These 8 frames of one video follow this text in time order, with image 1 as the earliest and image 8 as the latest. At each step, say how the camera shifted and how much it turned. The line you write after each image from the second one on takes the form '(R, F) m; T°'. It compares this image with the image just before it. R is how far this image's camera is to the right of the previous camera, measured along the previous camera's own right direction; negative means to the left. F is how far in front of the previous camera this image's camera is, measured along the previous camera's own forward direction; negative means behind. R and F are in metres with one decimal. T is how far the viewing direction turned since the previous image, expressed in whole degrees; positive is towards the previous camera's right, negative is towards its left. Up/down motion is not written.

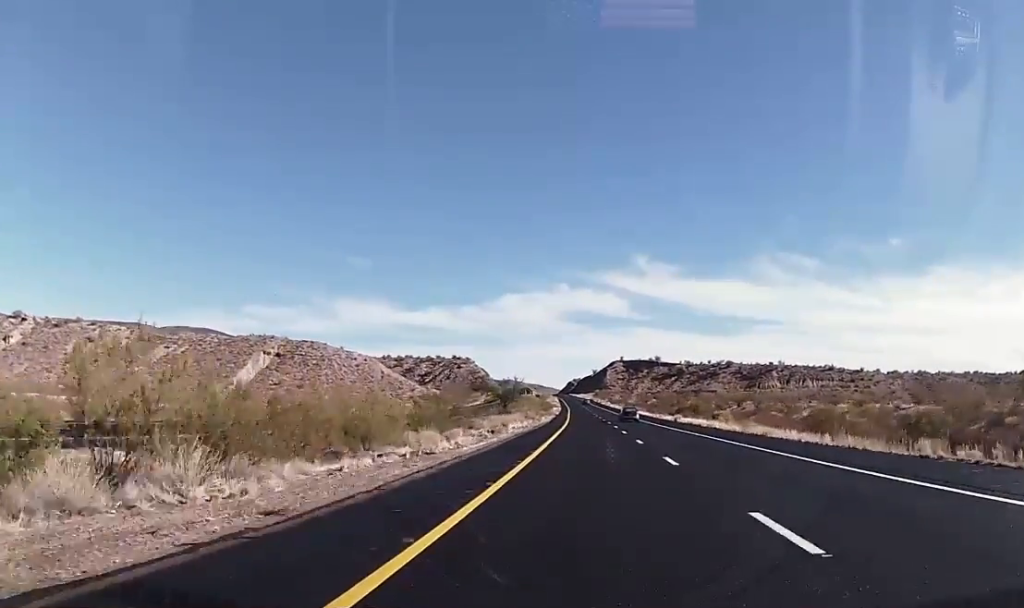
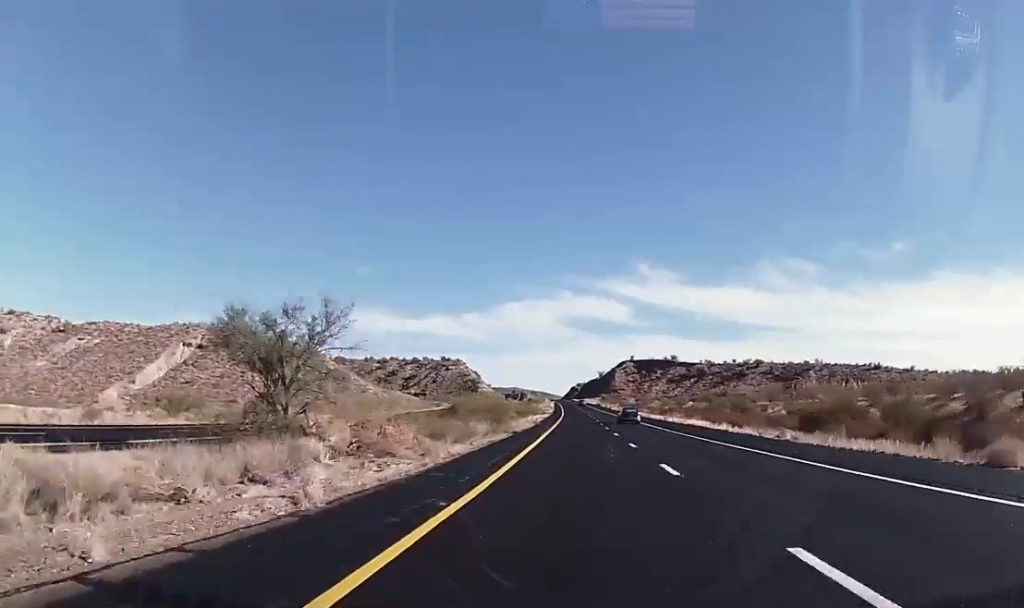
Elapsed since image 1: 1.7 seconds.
(+0.2, +64.8) m; -1°
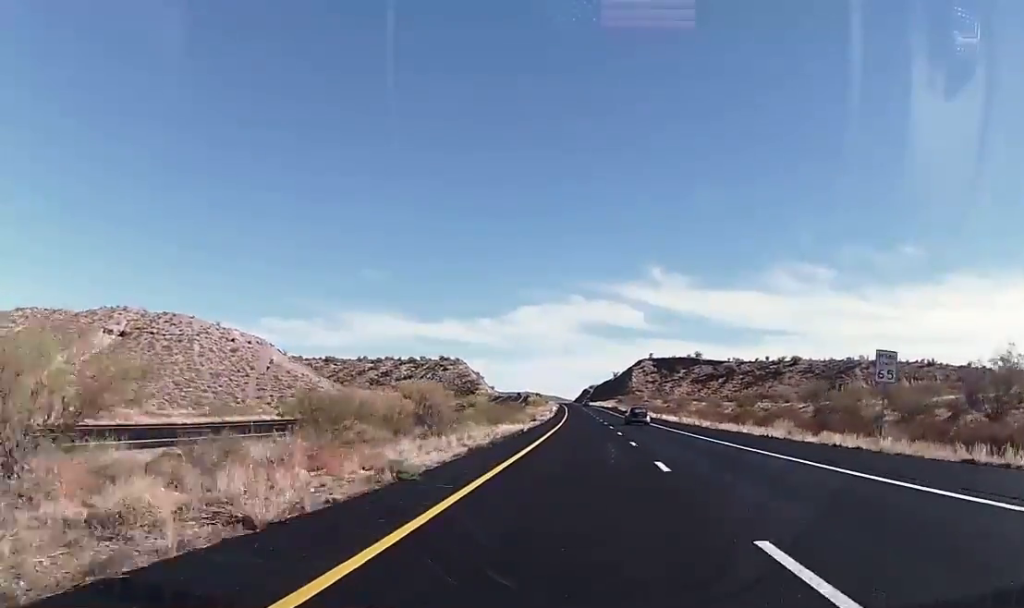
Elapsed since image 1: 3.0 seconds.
(-0.6, +47.4) m; -1°
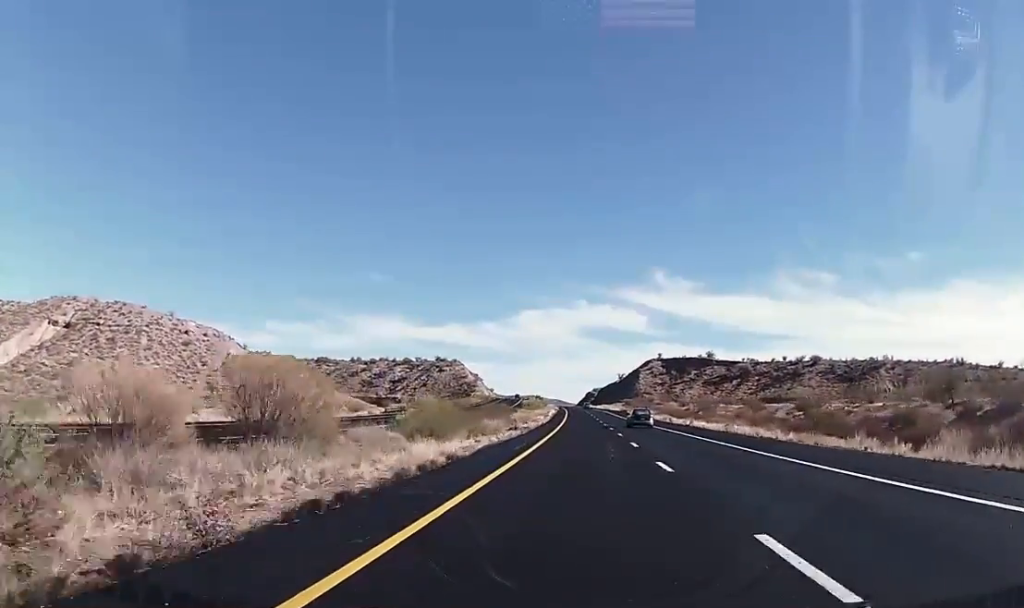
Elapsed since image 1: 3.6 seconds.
(-0.1, +23.5) m; 0°
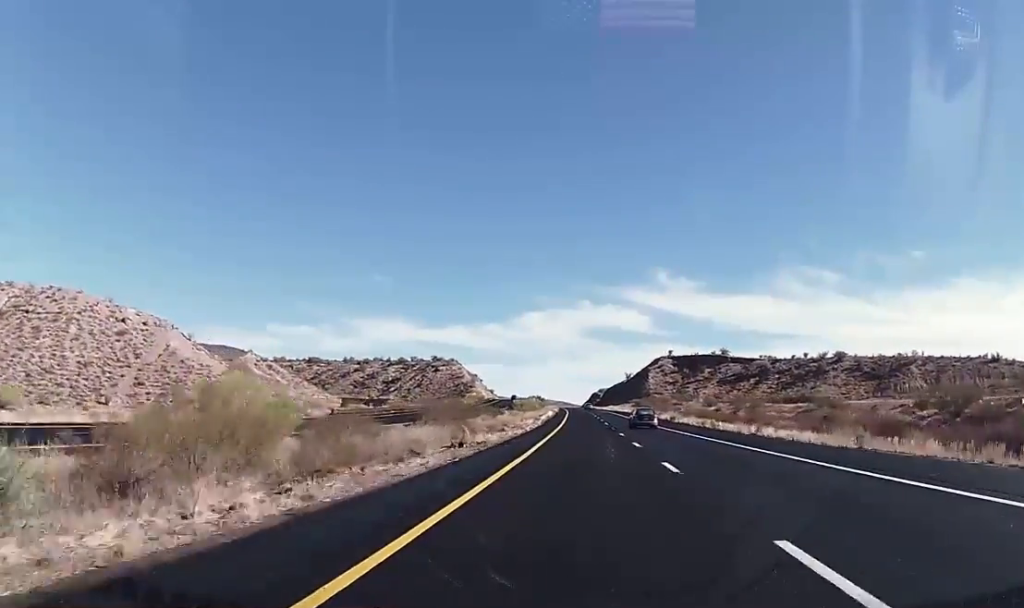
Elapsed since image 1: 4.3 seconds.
(0.0, +24.7) m; 0°
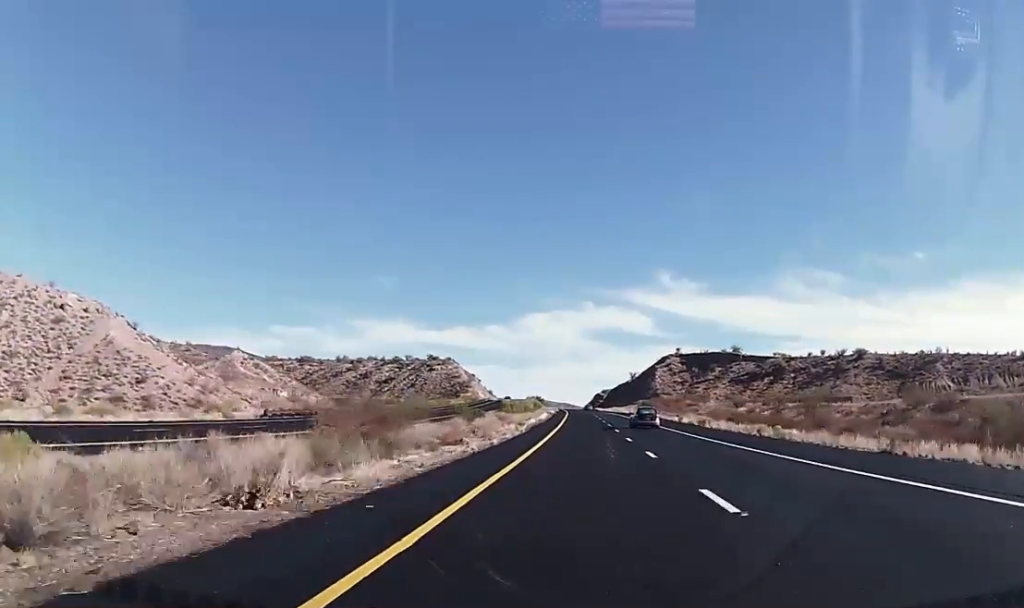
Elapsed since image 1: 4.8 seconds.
(0.0, +18.5) m; 0°
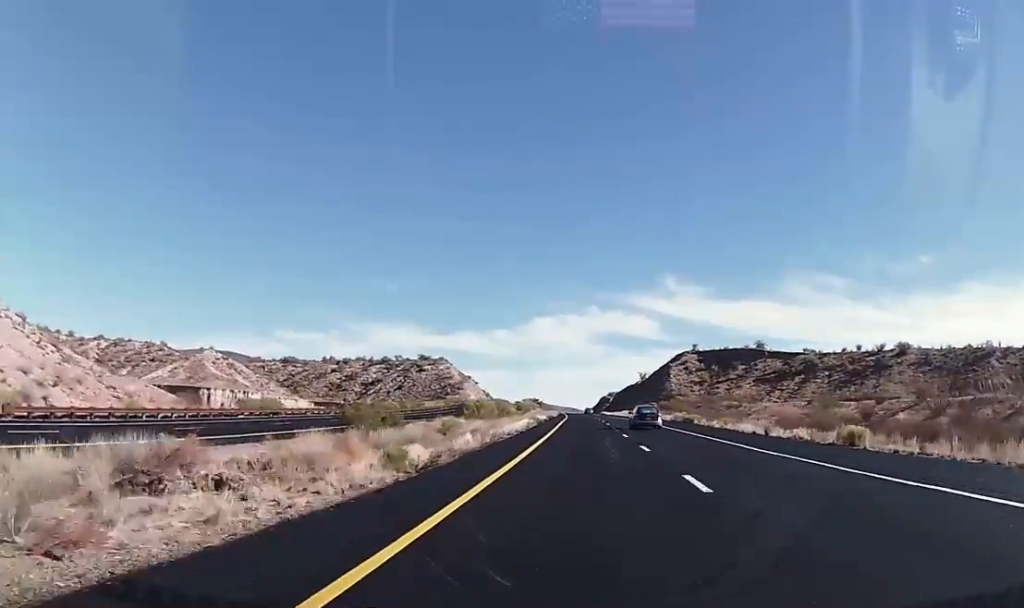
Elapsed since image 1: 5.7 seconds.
(-0.2, +33.3) m; 0°
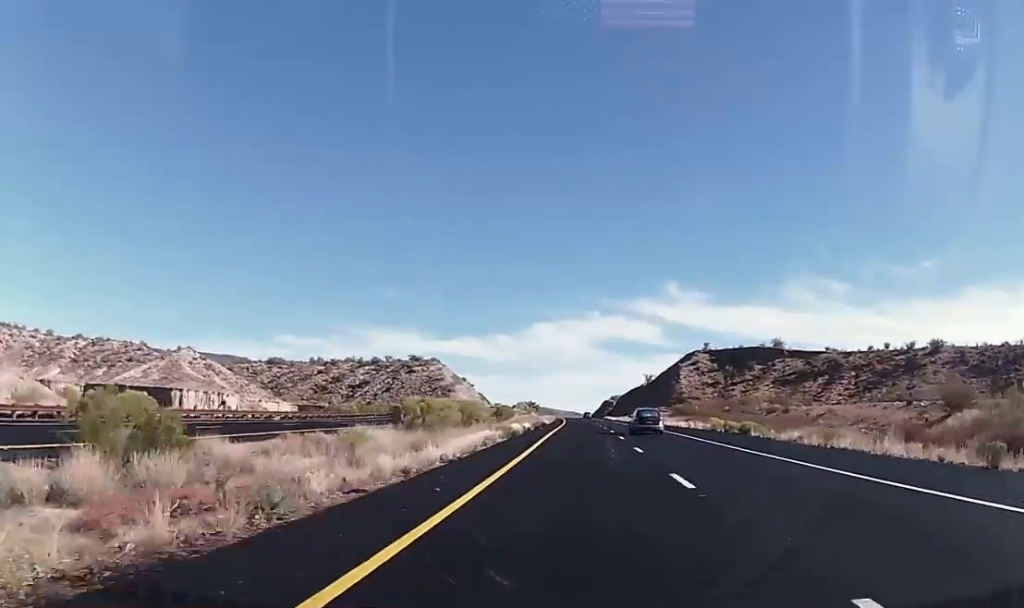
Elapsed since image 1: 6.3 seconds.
(-0.1, +22.2) m; 0°
